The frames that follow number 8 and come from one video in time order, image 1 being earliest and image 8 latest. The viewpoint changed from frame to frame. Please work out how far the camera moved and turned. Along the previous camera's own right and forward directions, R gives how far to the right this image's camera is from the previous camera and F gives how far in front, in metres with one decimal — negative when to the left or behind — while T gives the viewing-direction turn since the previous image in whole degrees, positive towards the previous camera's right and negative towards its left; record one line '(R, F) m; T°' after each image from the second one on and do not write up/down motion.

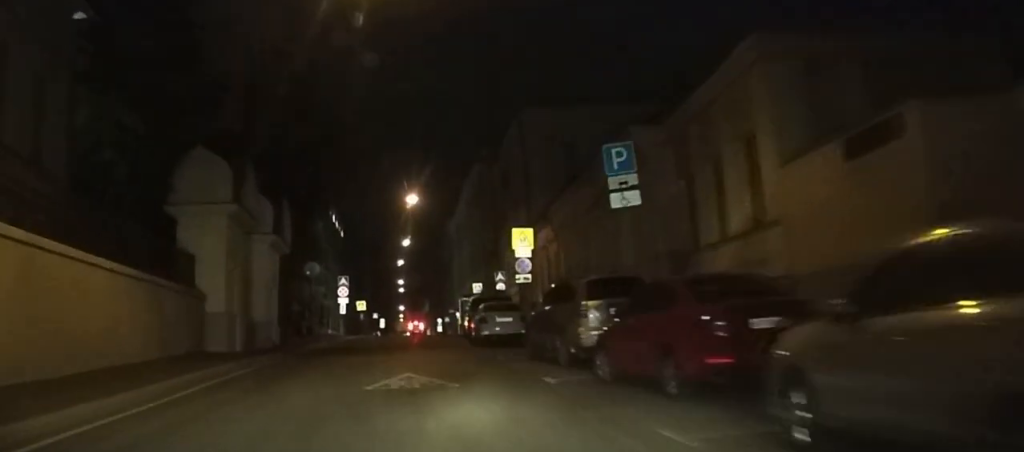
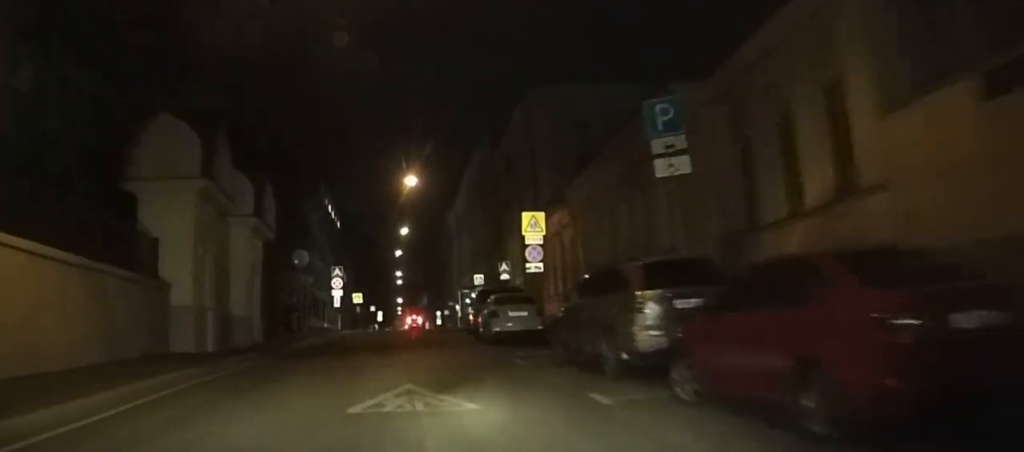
(0.0, +4.0) m; 0°
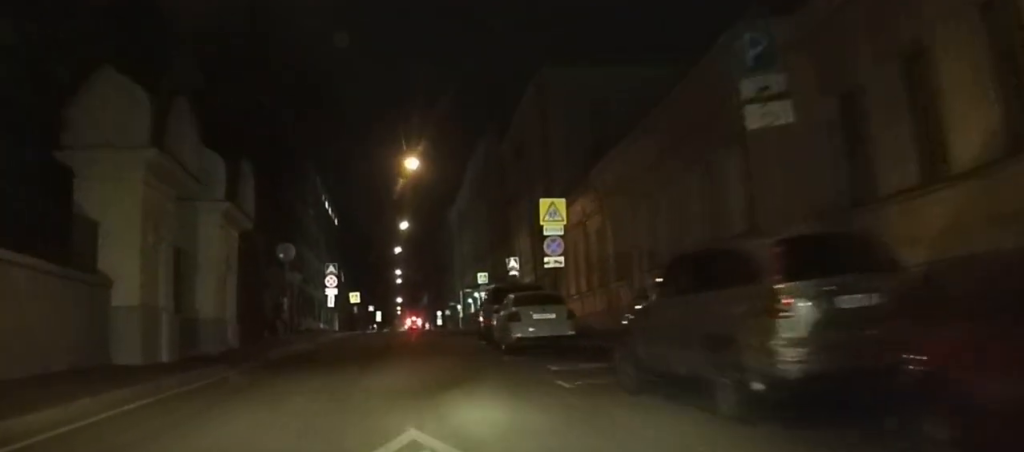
(0.0, +4.8) m; 0°
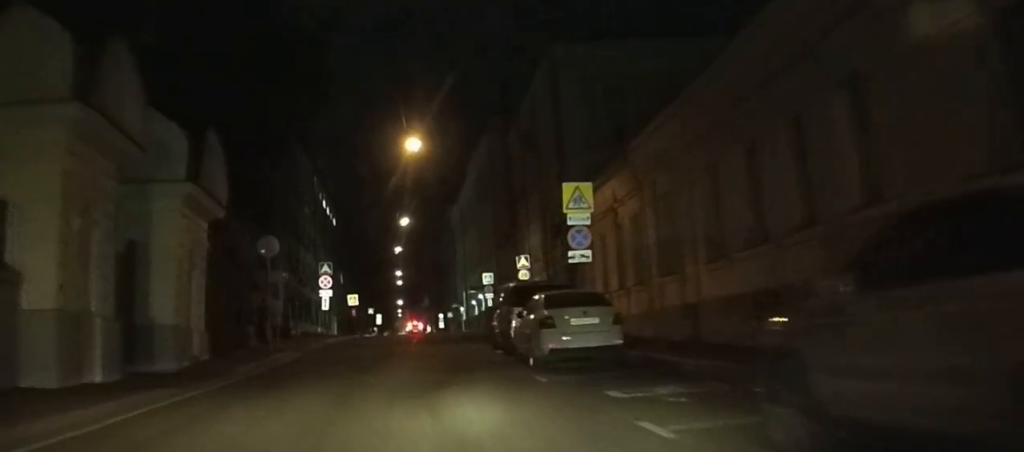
(0.0, +4.5) m; 0°
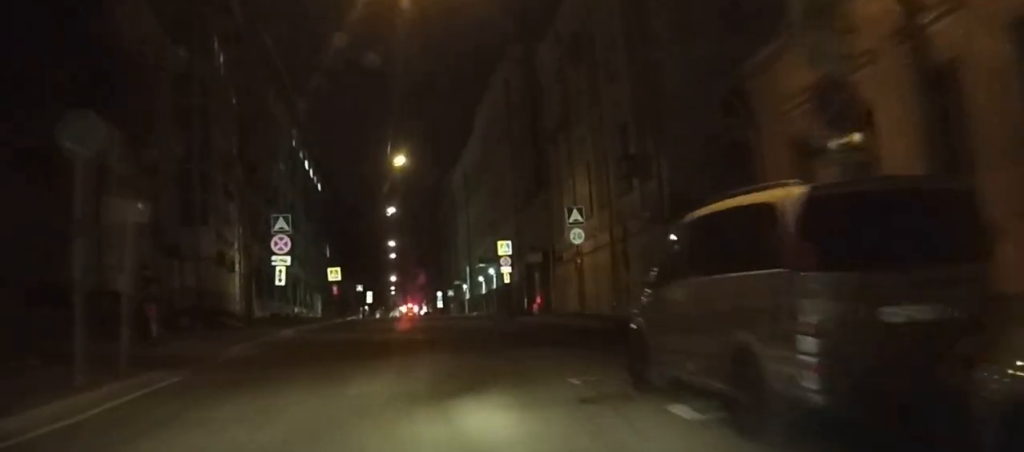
(-0.5, +16.1) m; -3°
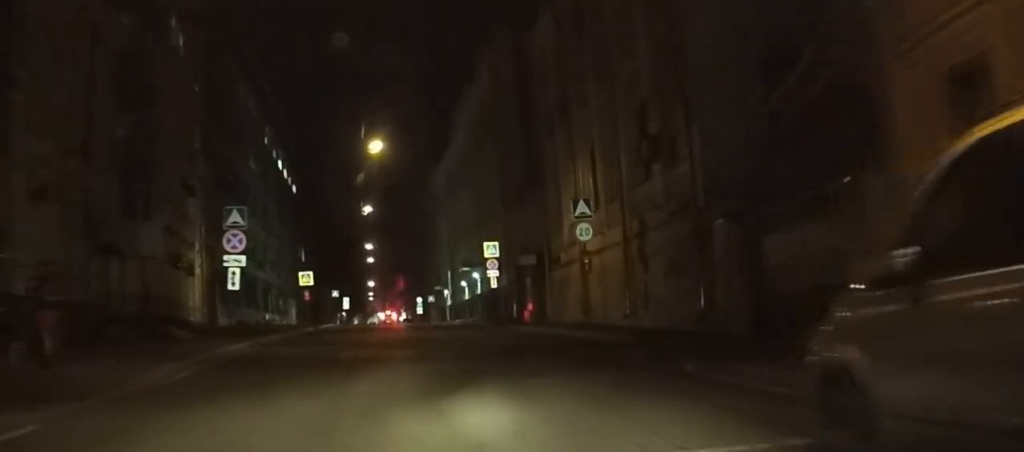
(0.0, +5.2) m; -1°
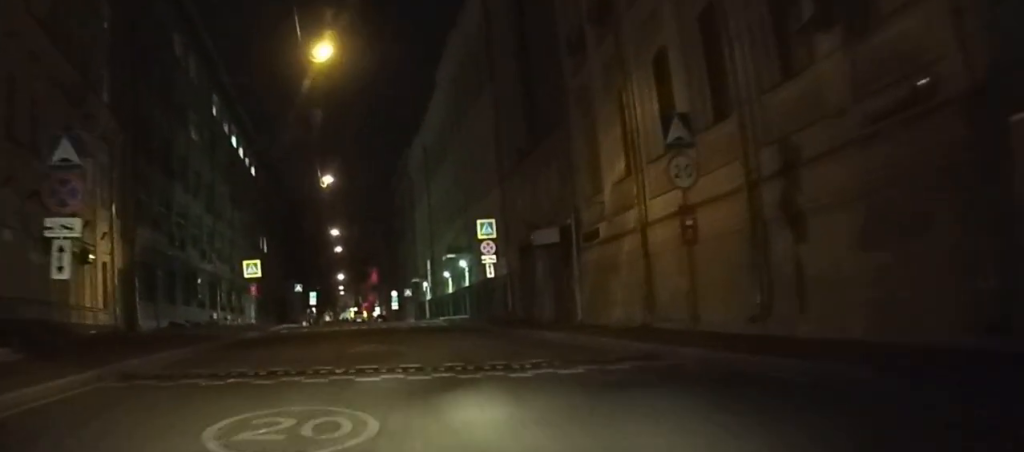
(-0.4, +13.5) m; -2°
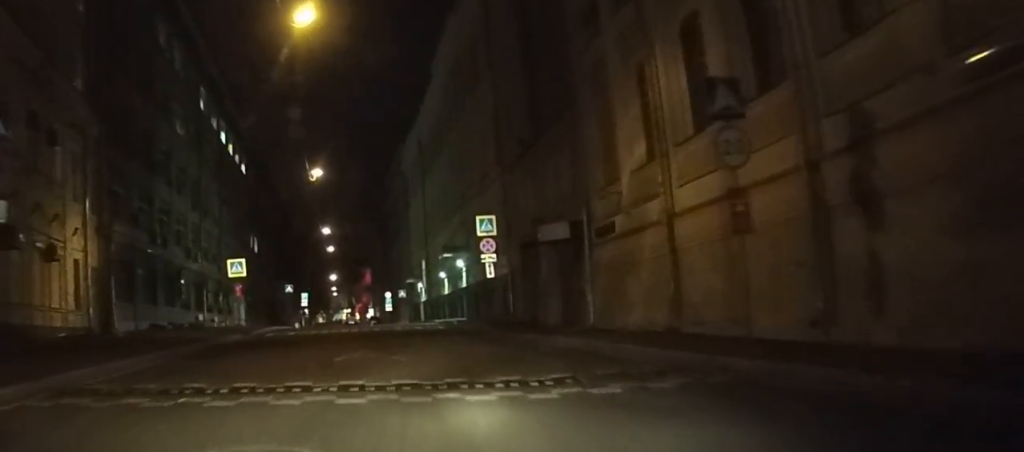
(0.0, +3.1) m; 0°
